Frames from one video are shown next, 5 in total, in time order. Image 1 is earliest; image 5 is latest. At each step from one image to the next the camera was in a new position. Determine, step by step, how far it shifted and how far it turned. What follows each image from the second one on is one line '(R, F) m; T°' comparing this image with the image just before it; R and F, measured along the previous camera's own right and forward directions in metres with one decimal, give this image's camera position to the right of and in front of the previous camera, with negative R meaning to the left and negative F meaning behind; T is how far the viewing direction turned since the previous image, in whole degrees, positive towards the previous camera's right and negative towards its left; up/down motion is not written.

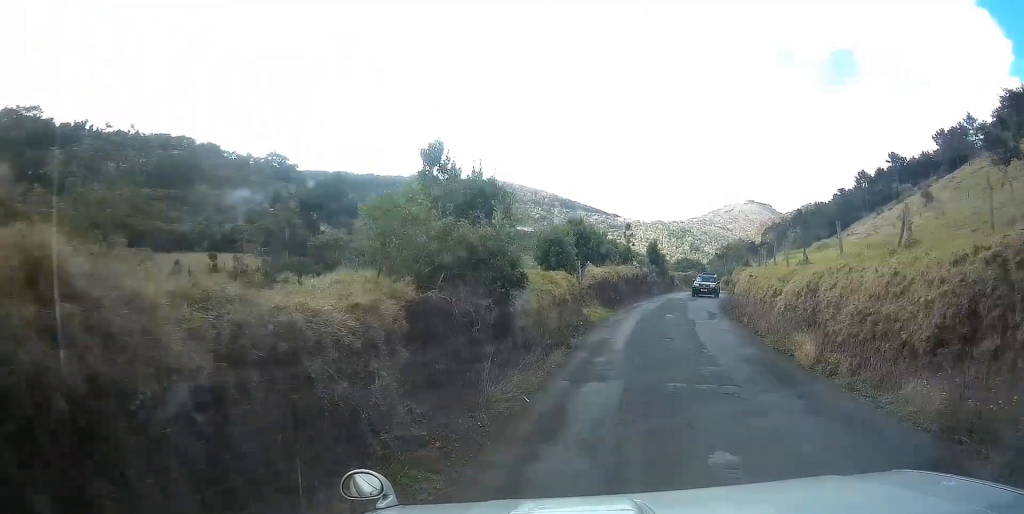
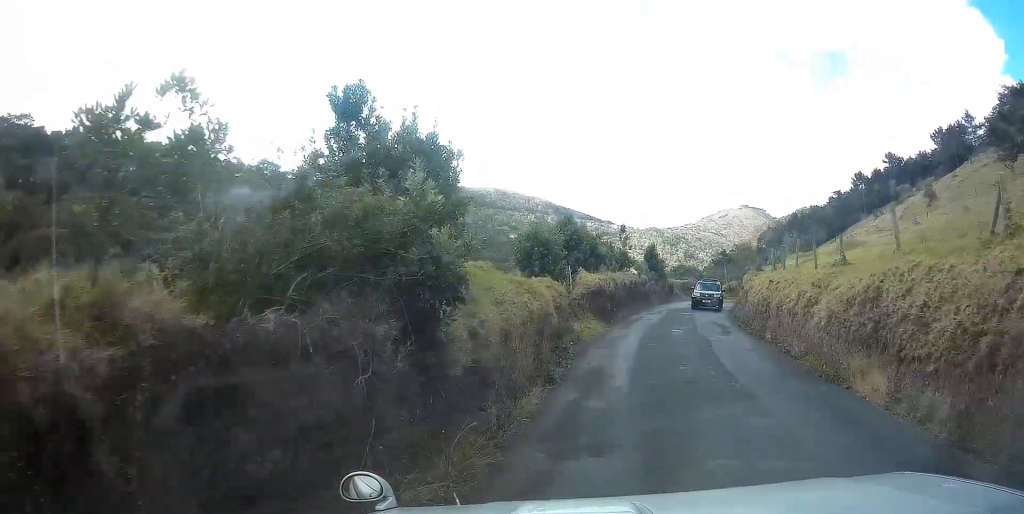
(0.0, +3.7) m; +1°
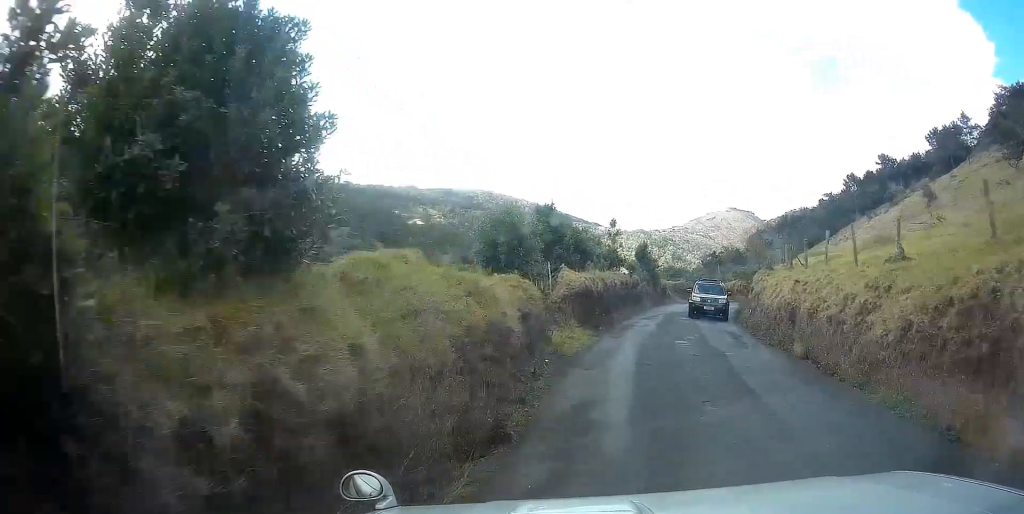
(+0.1, +3.8) m; +1°
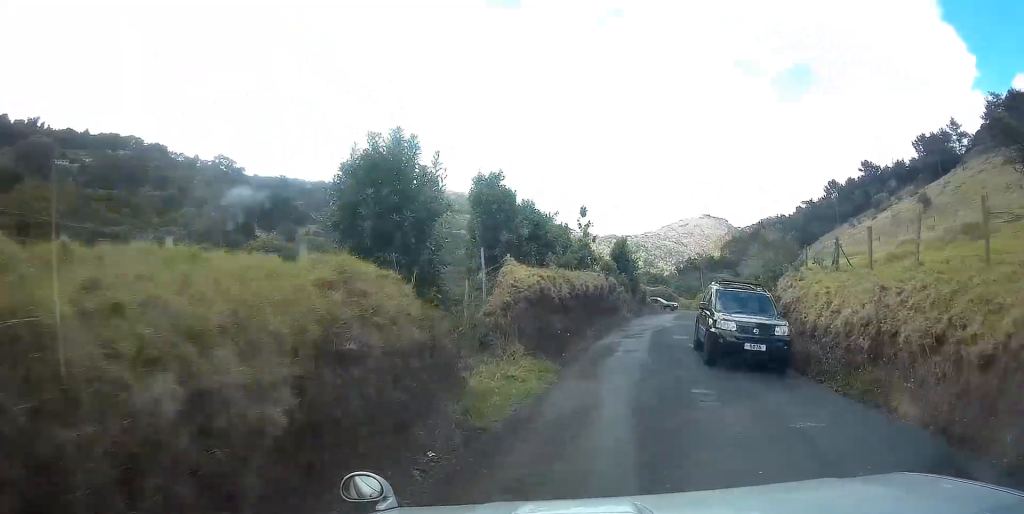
(+0.1, +6.7) m; +2°
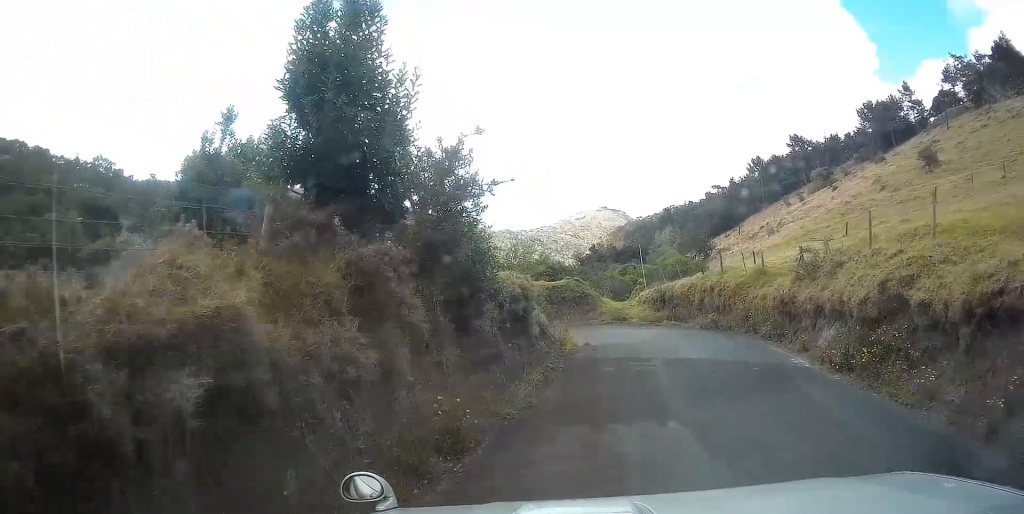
(+3.7, +27.8) m; +19°
